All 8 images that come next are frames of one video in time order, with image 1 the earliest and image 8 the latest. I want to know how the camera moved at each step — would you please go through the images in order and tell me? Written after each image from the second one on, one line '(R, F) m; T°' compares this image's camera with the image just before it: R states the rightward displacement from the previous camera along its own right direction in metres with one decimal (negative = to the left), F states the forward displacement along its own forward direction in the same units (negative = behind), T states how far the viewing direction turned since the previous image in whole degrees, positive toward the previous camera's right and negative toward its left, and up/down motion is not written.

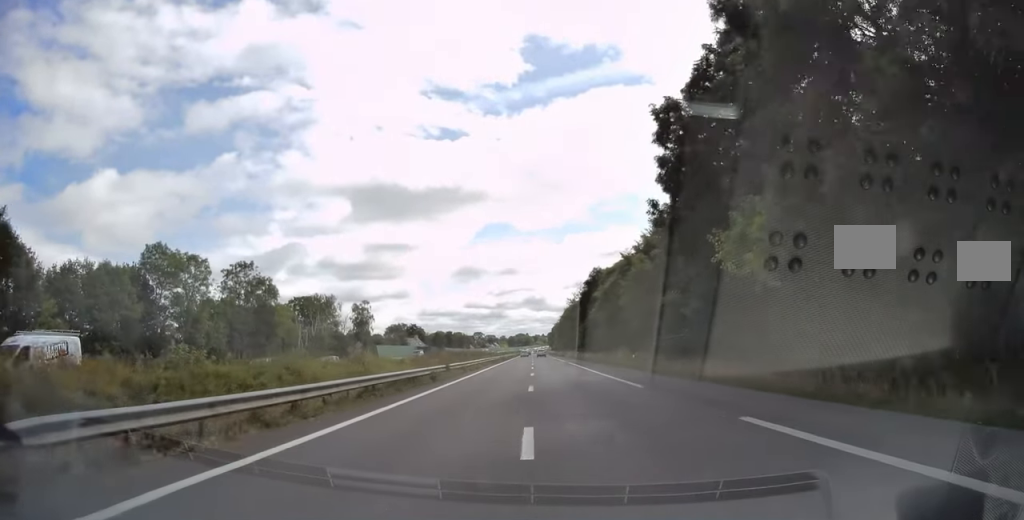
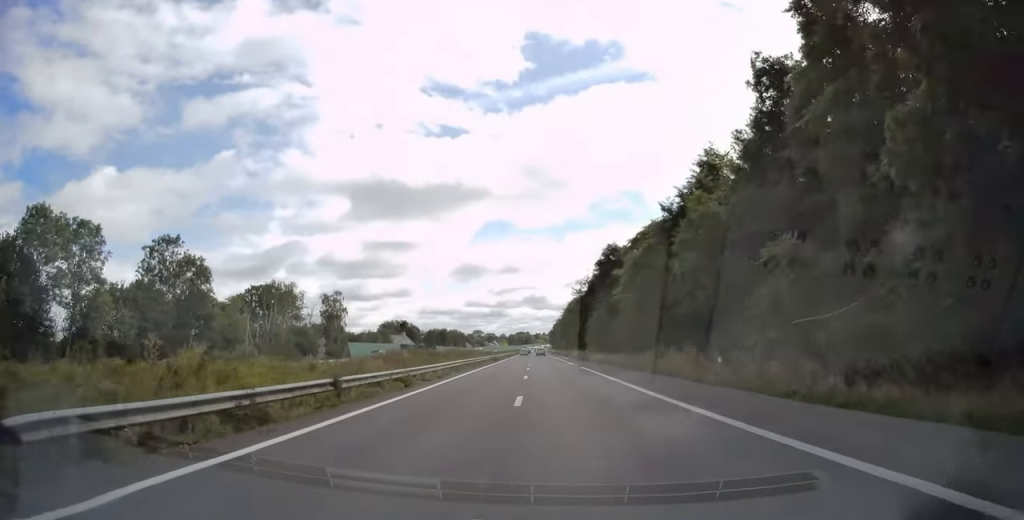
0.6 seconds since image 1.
(-0.1, +18.1) m; 0°
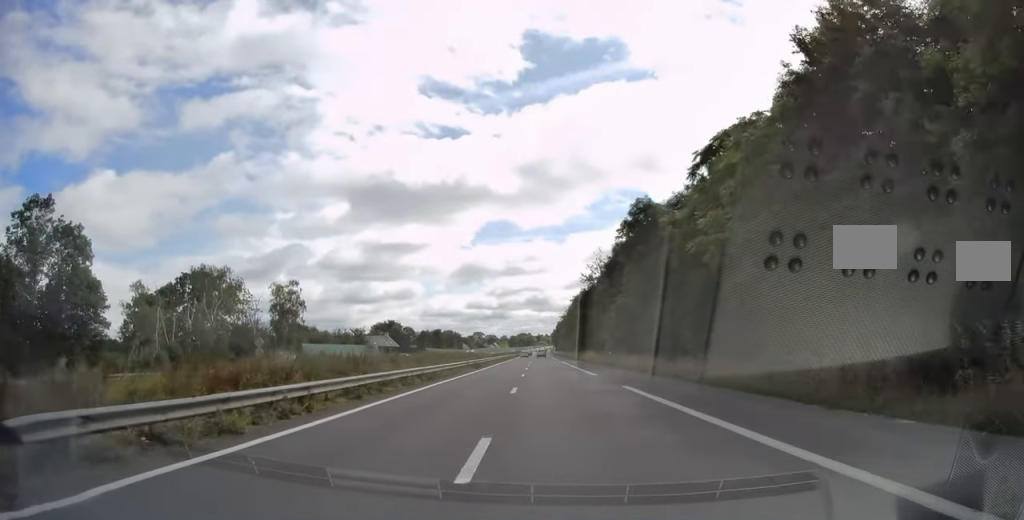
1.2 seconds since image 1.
(+0.2, +20.7) m; 0°
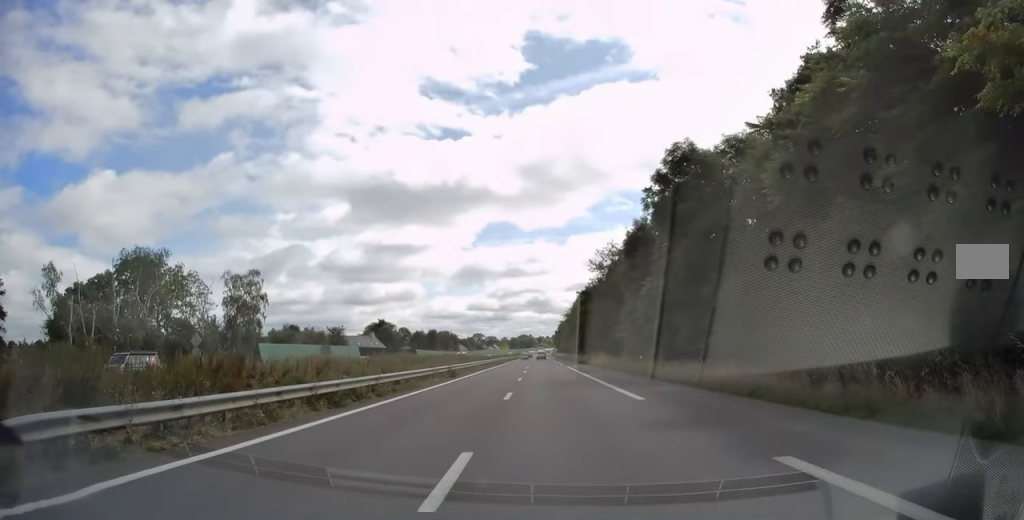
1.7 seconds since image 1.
(-0.1, +13.4) m; 0°
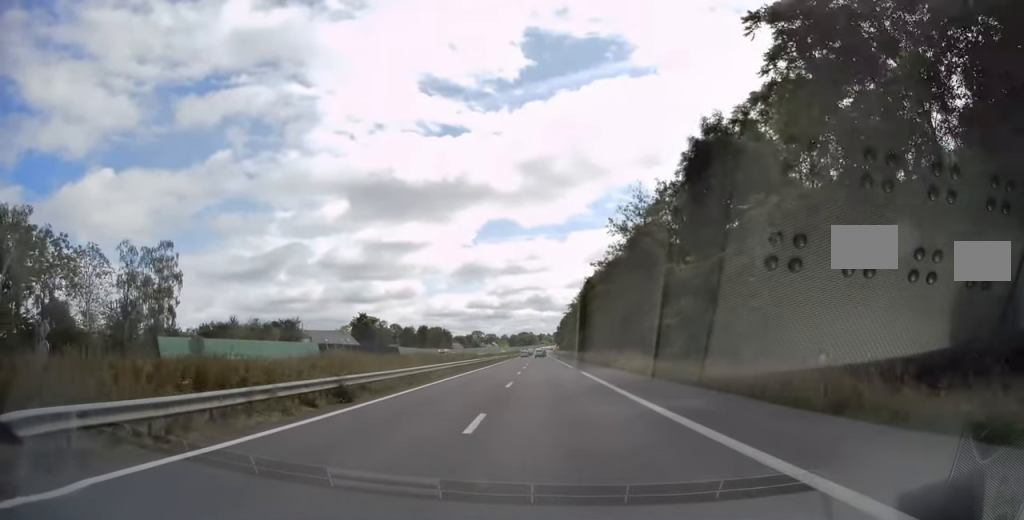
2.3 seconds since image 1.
(-0.2, +20.2) m; 0°
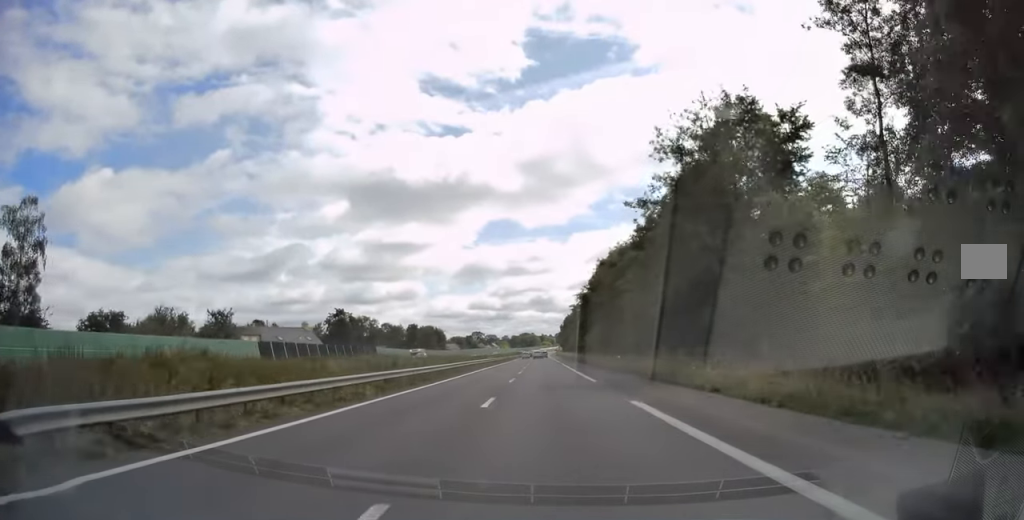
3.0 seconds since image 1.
(0.0, +20.2) m; 0°
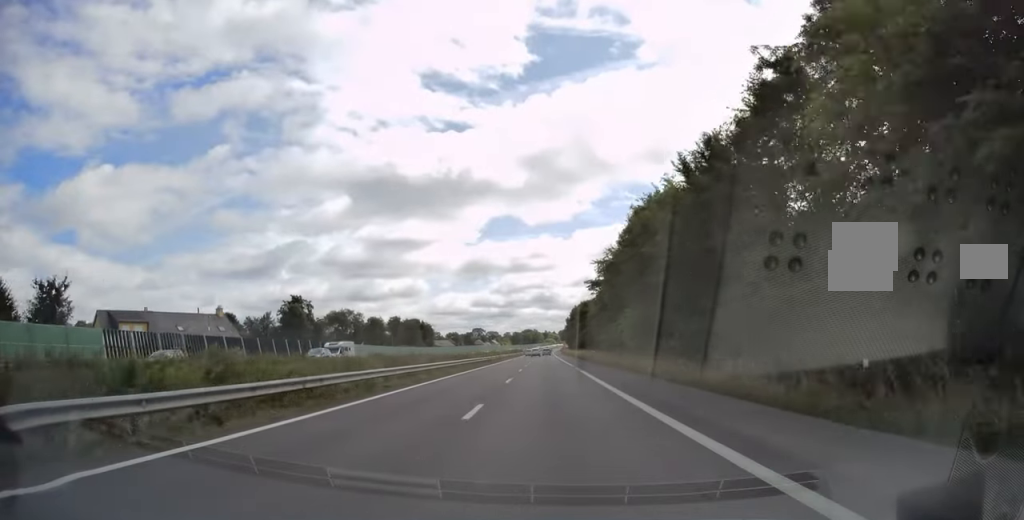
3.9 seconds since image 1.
(0.0, +27.9) m; 0°
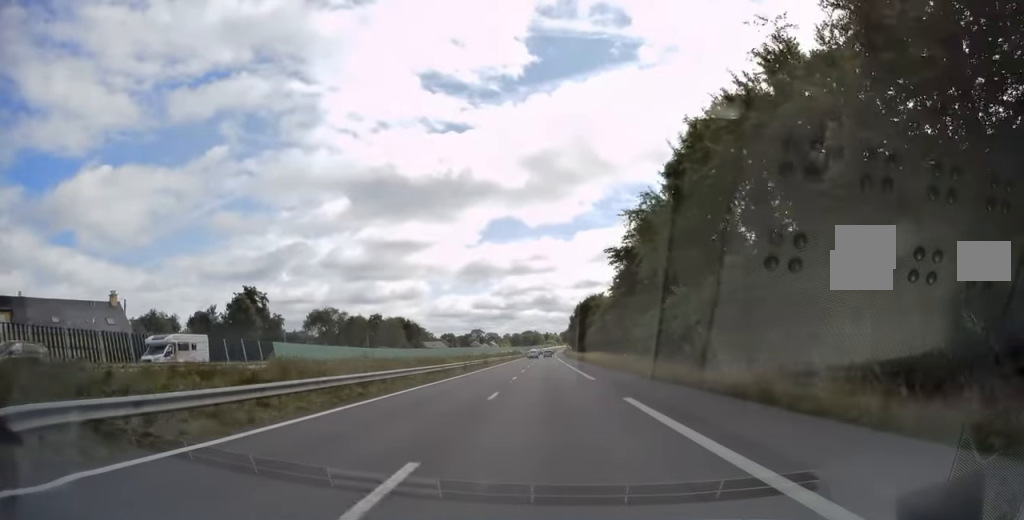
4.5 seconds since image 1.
(0.0, +20.2) m; 0°
